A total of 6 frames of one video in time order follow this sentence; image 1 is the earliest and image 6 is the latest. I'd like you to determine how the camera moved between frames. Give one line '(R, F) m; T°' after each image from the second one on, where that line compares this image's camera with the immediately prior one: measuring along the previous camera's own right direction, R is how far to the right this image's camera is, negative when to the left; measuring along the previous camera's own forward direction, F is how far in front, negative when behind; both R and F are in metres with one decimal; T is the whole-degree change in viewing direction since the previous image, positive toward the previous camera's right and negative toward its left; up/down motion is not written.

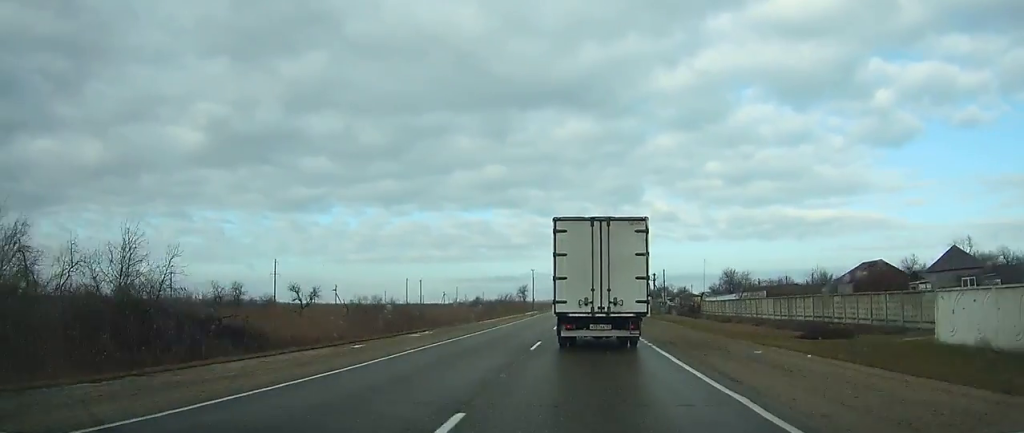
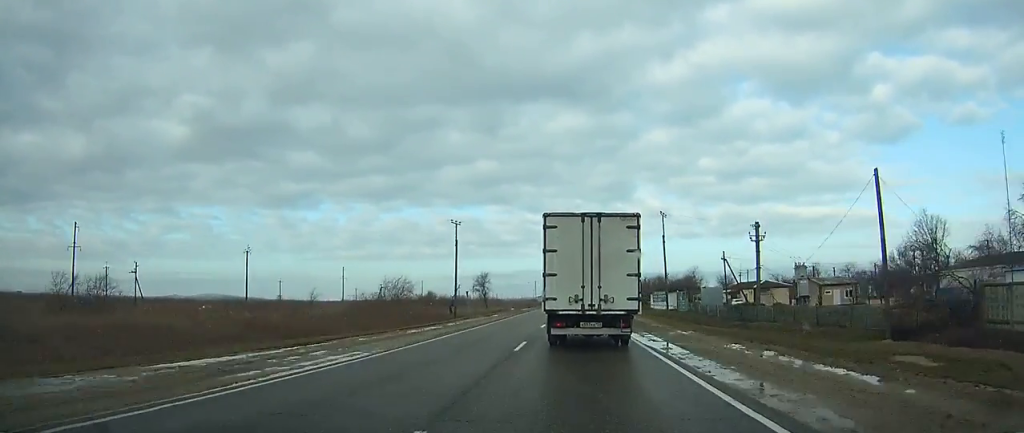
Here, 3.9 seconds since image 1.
(+0.1, +84.9) m; 0°
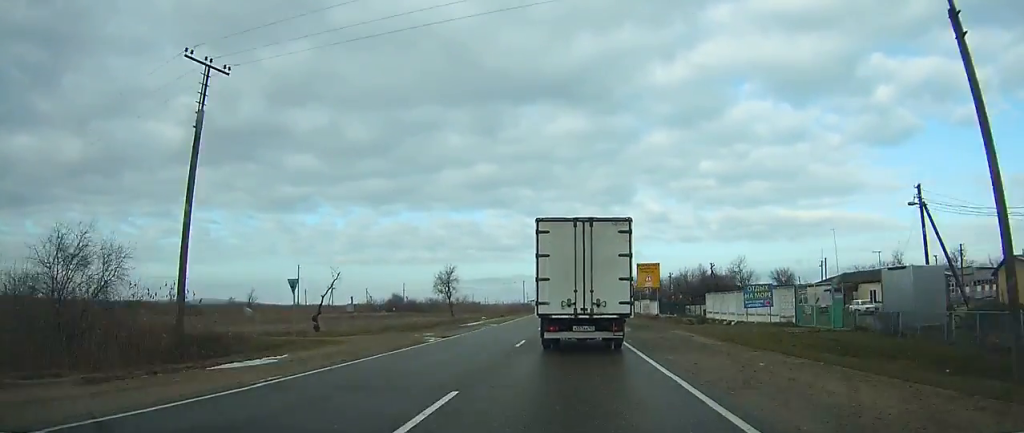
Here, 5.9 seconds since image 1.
(0.0, +45.3) m; 0°
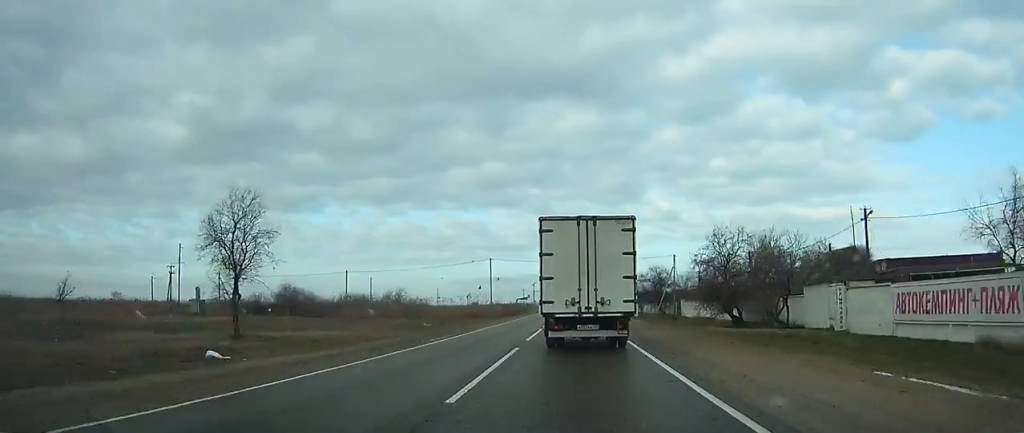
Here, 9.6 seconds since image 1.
(-0.7, +80.5) m; 0°
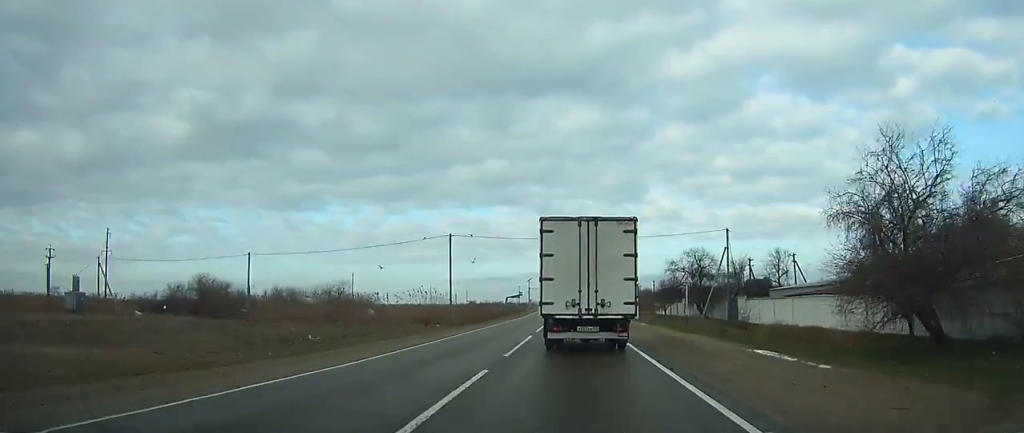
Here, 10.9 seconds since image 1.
(+0.1, +29.1) m; 0°
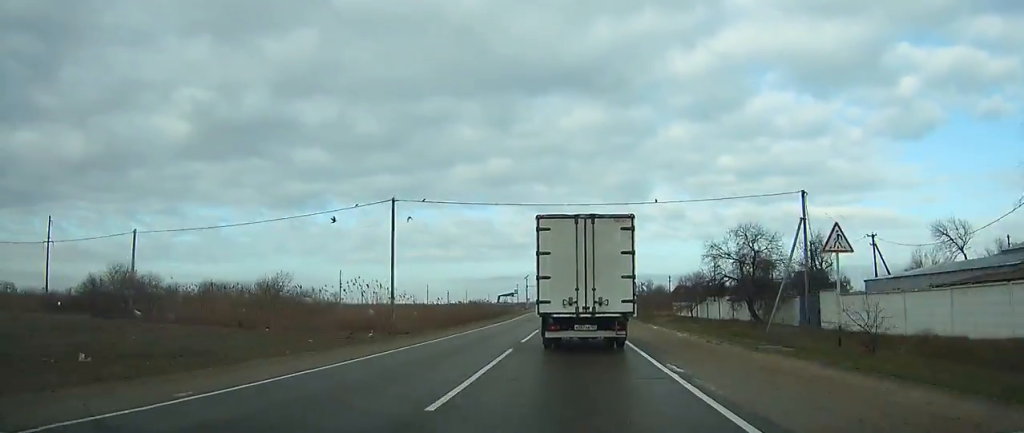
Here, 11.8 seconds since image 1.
(0.0, +18.9) m; 0°
